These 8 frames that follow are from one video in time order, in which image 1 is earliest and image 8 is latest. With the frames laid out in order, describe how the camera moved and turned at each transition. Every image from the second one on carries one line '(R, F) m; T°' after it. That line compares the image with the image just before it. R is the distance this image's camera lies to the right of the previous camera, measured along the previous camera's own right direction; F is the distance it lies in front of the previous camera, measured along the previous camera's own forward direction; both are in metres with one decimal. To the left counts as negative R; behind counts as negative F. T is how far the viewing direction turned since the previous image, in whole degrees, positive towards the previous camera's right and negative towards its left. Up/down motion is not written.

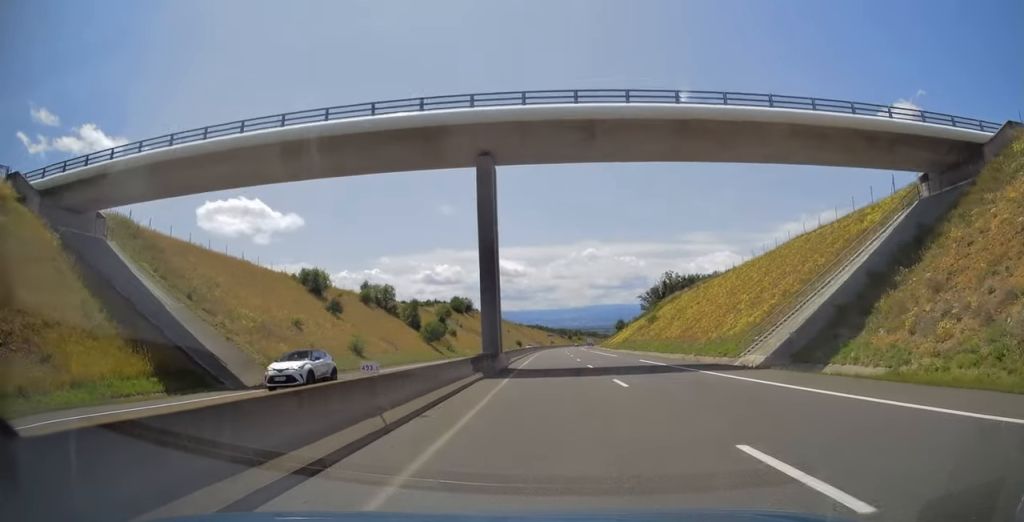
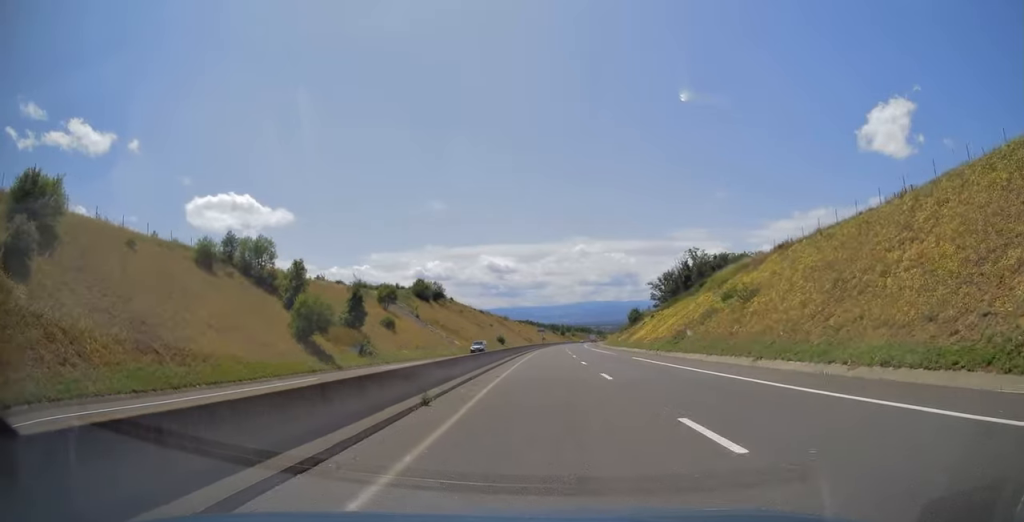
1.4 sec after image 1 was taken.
(+0.5, +49.4) m; +1°
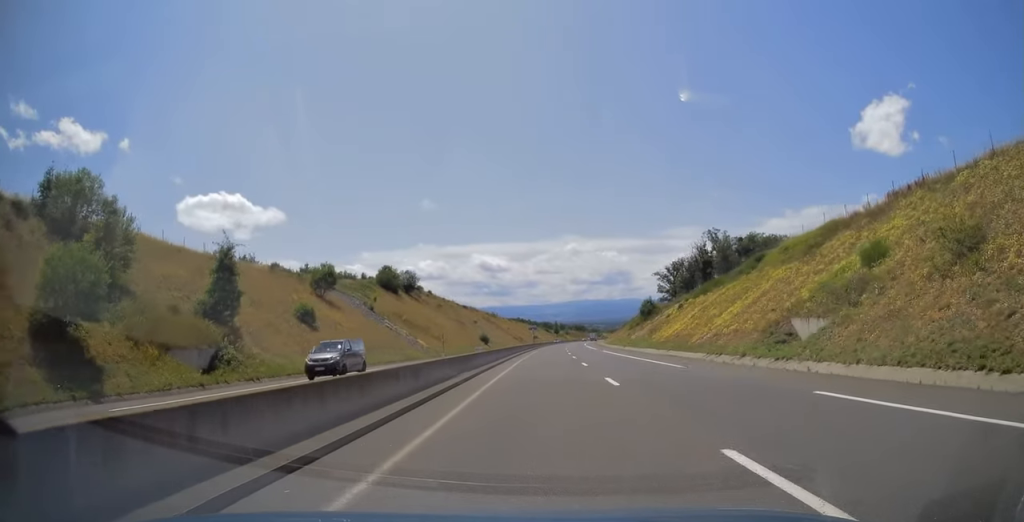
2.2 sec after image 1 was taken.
(0.0, +28.8) m; 0°
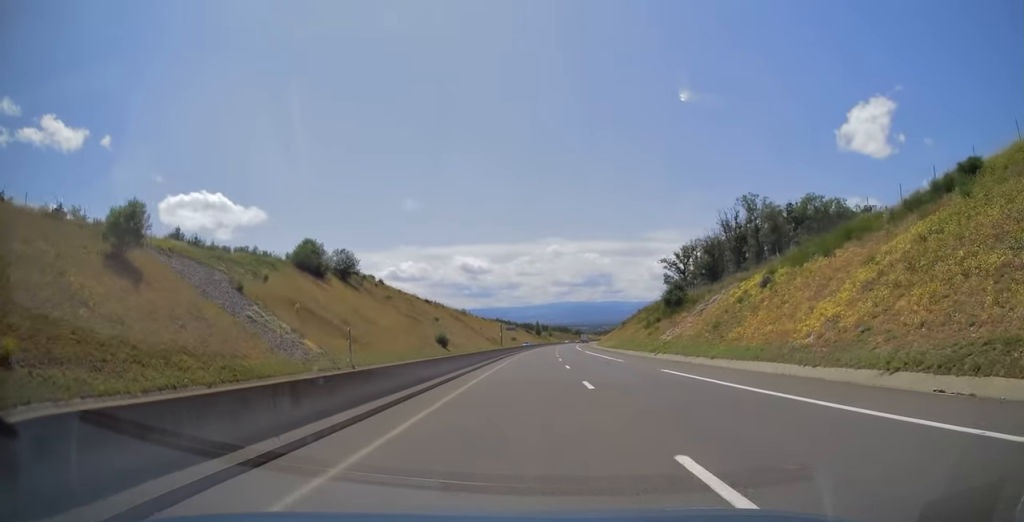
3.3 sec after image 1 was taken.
(+0.3, +38.9) m; +1°
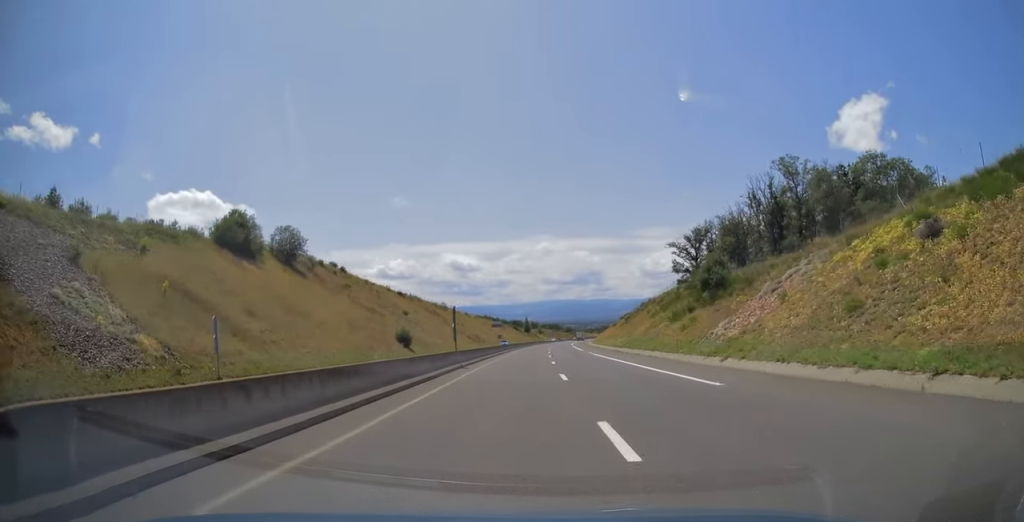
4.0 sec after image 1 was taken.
(+0.2, +23.0) m; +1°
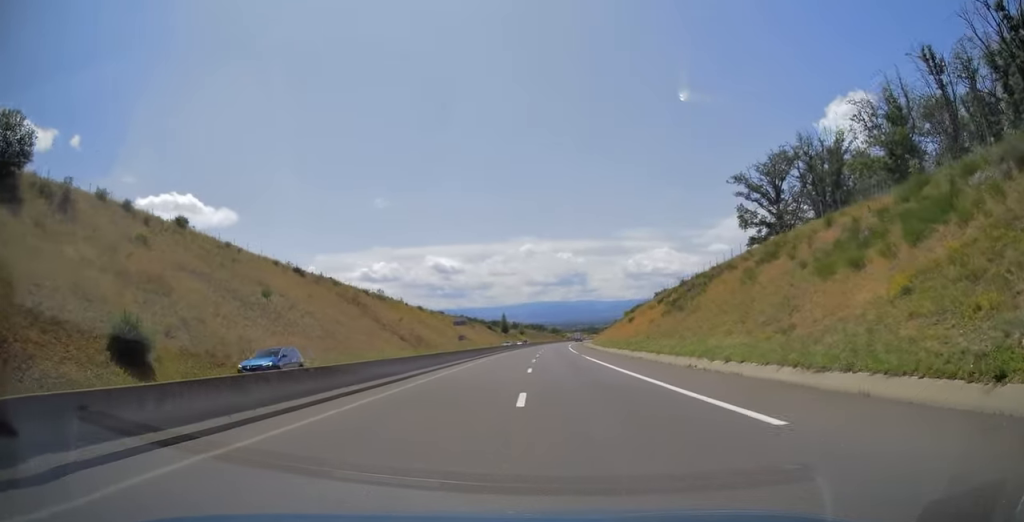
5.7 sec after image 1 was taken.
(+0.8, +59.2) m; +1°
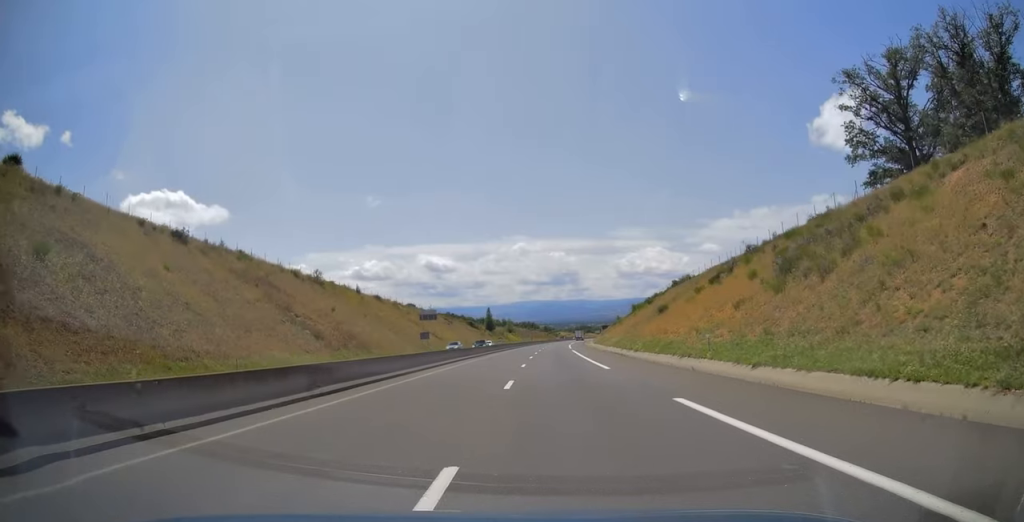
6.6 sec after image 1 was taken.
(0.0, +35.0) m; +1°
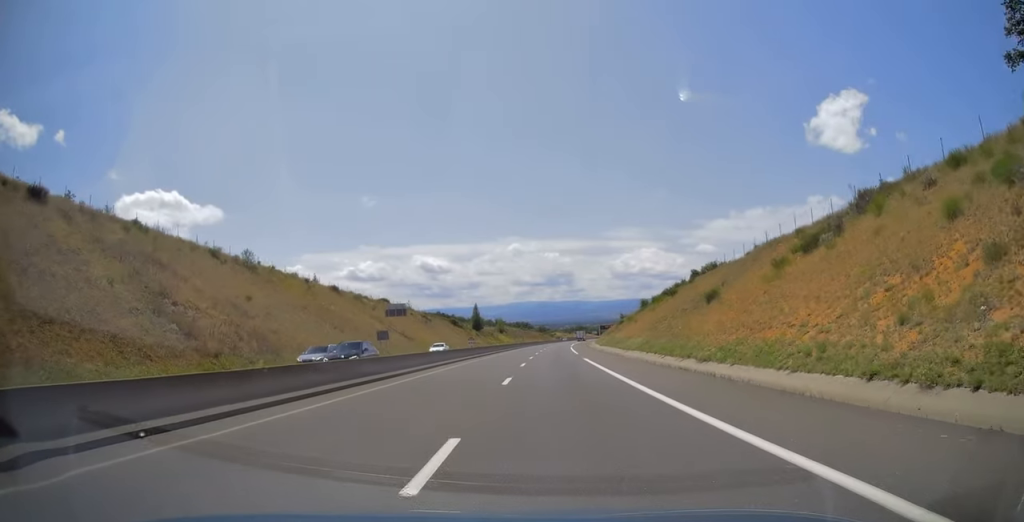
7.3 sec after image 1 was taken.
(+0.5, +24.2) m; 0°
